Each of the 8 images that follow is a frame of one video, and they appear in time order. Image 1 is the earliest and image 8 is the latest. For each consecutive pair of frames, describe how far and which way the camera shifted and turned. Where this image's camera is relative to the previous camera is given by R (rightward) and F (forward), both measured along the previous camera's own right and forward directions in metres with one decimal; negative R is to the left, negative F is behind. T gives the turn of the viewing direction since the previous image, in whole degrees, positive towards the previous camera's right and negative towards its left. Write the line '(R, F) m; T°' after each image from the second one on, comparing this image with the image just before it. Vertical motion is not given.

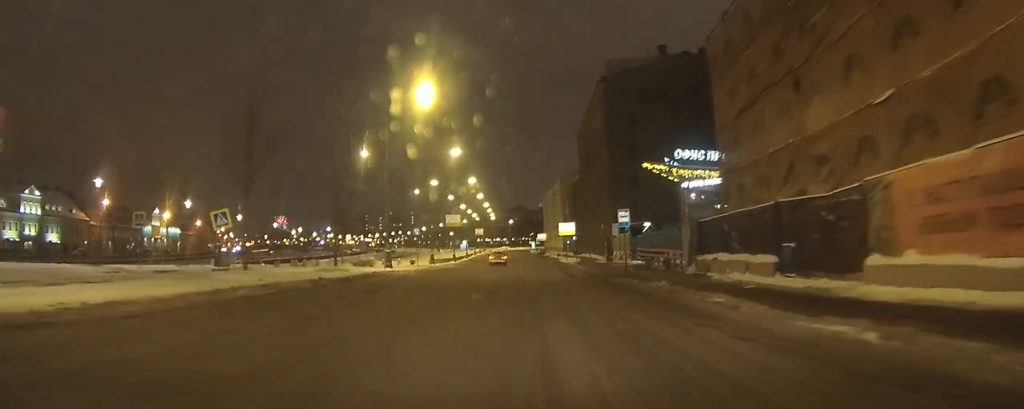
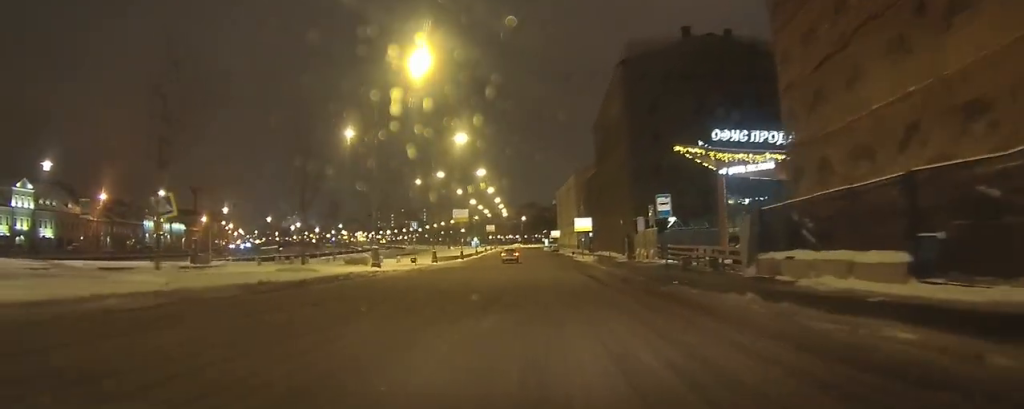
(+0.3, +5.8) m; +5°
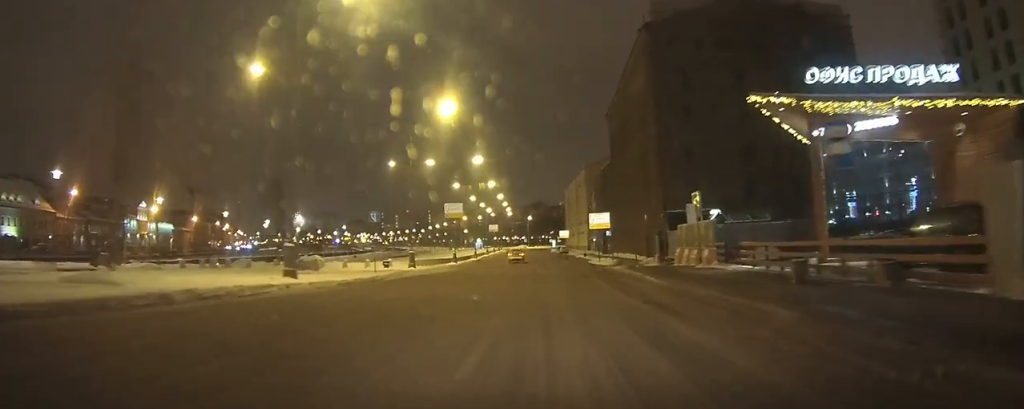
(0.0, +13.0) m; -3°
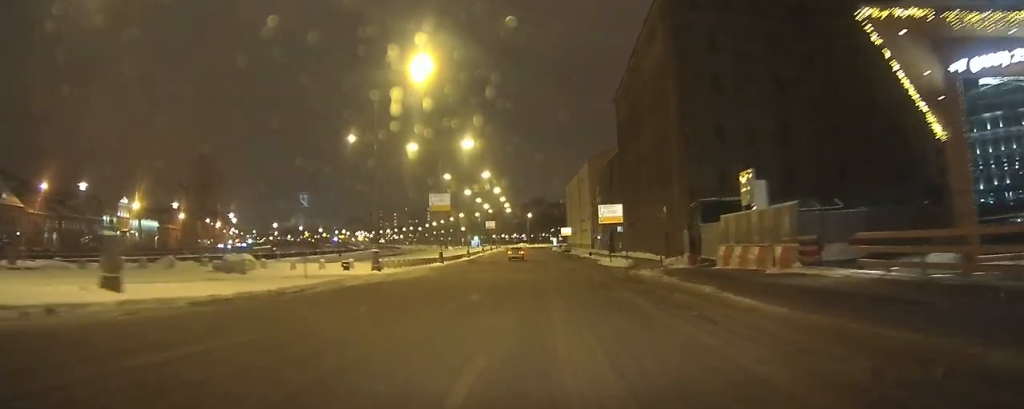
(-0.2, +11.1) m; -2°
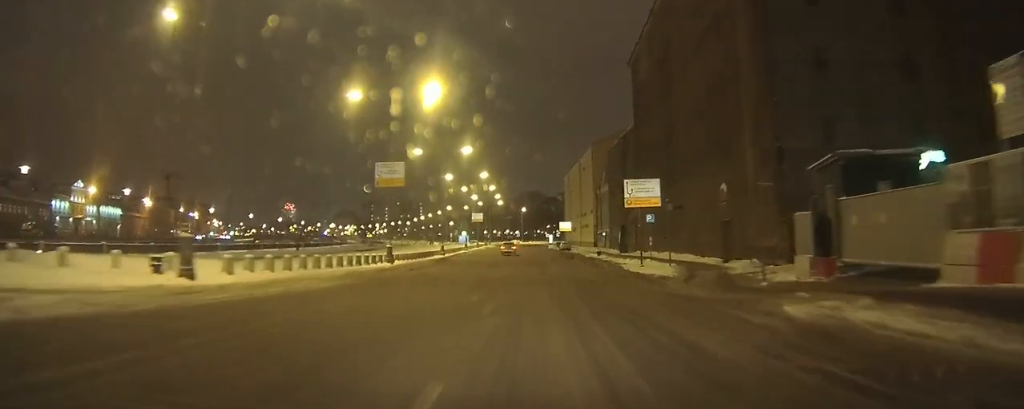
(-0.3, +22.2) m; -2°
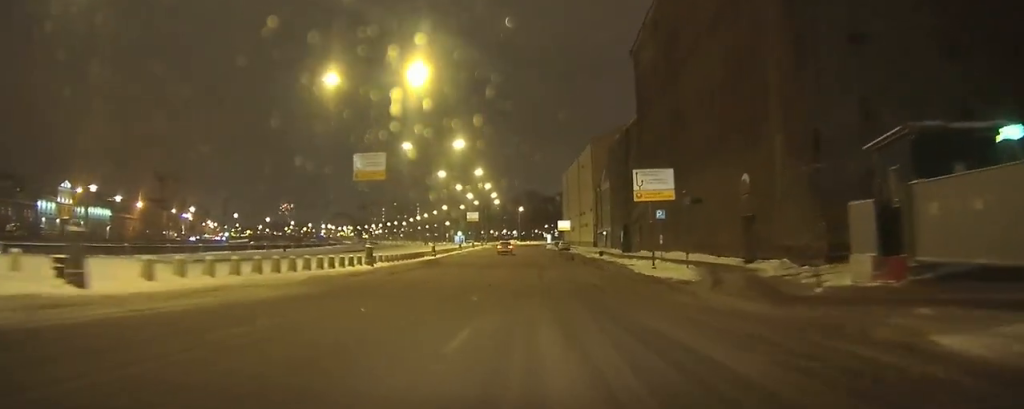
(0.0, +4.9) m; 0°
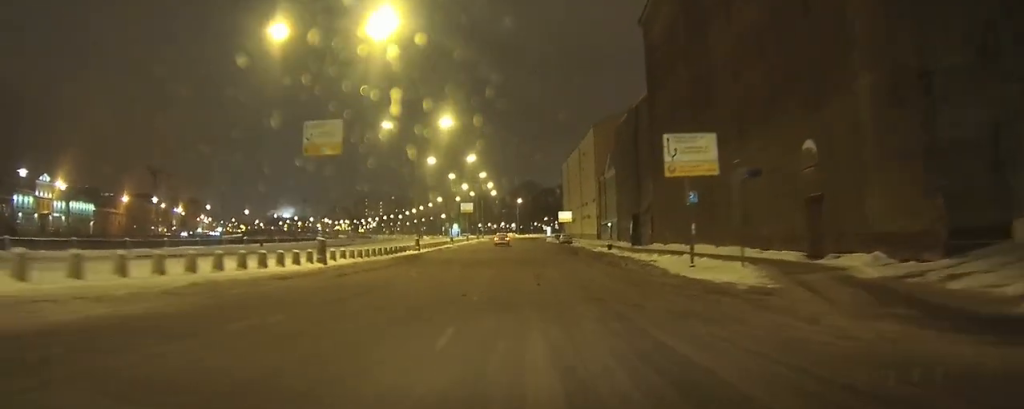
(0.0, +8.1) m; 0°
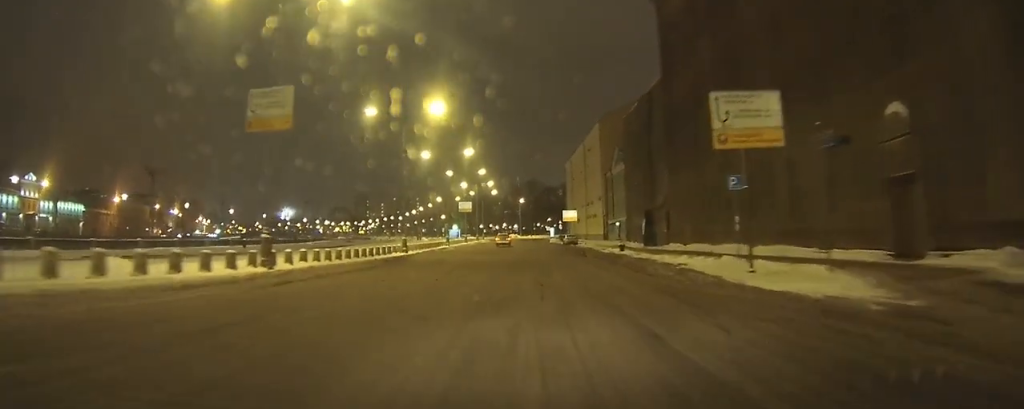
(0.0, +5.9) m; 0°
